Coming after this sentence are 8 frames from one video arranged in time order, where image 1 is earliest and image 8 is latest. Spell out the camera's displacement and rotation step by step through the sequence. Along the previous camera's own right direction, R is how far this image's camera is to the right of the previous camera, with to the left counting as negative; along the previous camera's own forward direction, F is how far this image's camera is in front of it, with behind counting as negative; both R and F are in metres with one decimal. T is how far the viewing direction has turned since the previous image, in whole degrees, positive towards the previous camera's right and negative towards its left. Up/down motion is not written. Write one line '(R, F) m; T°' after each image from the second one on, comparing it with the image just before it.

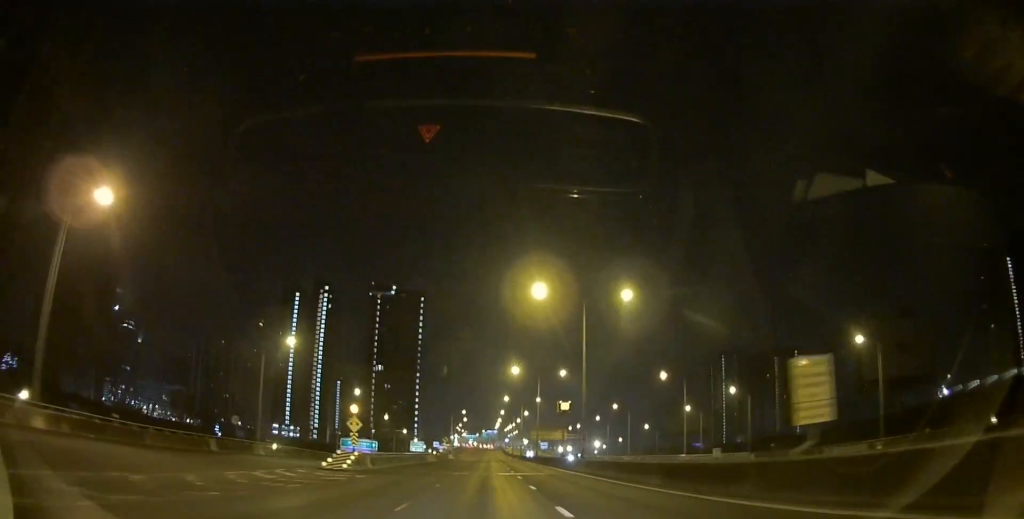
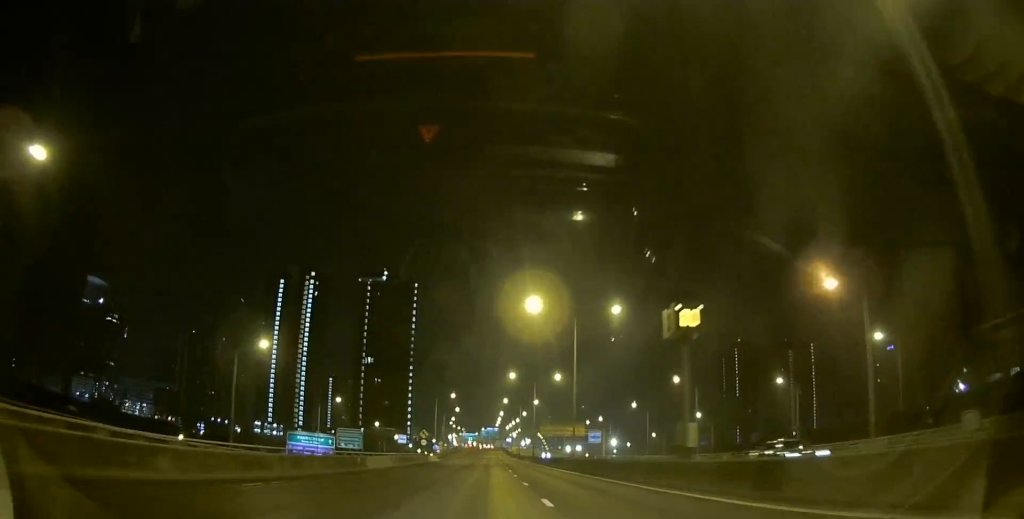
(0.0, +33.8) m; 0°
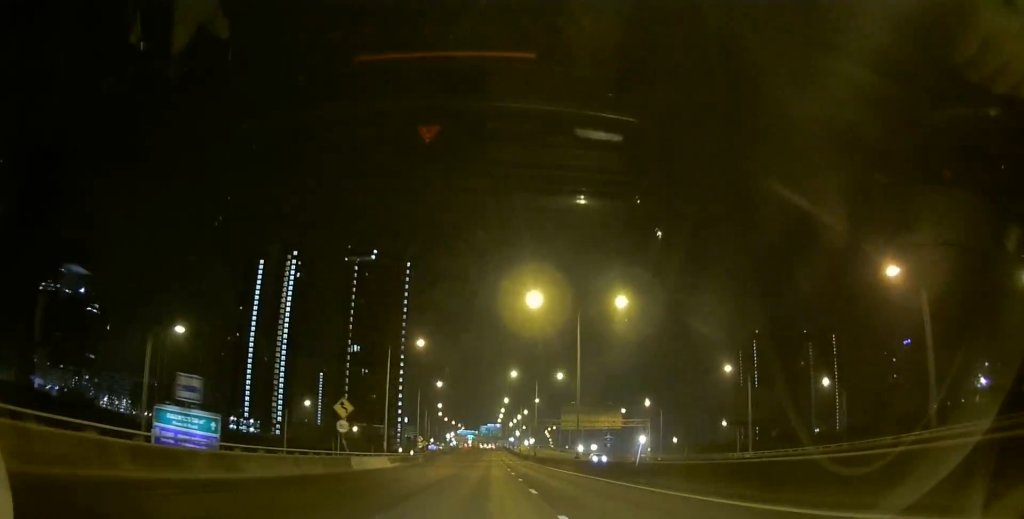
(-0.1, +40.5) m; 0°
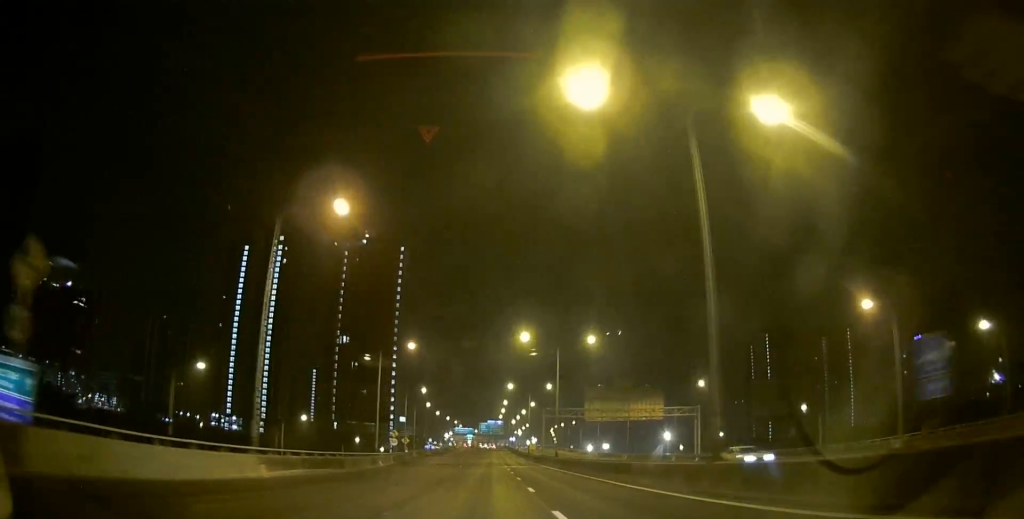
(0.0, +25.3) m; 0°
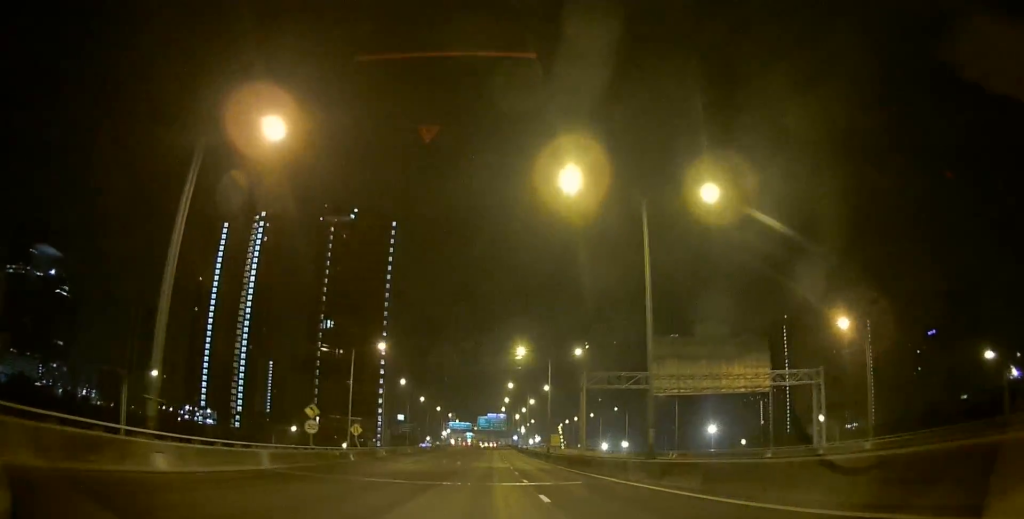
(0.0, +32.0) m; 0°
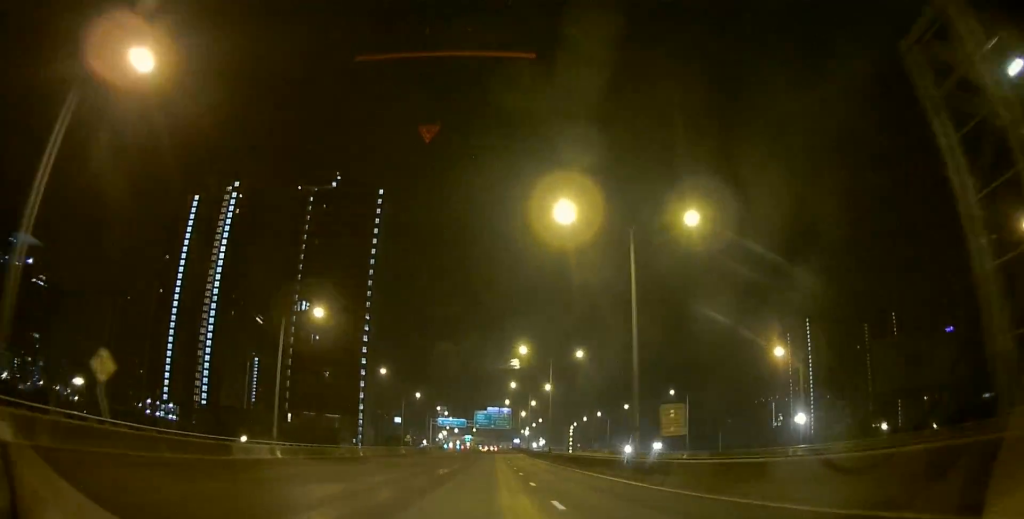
(0.0, +38.2) m; 0°
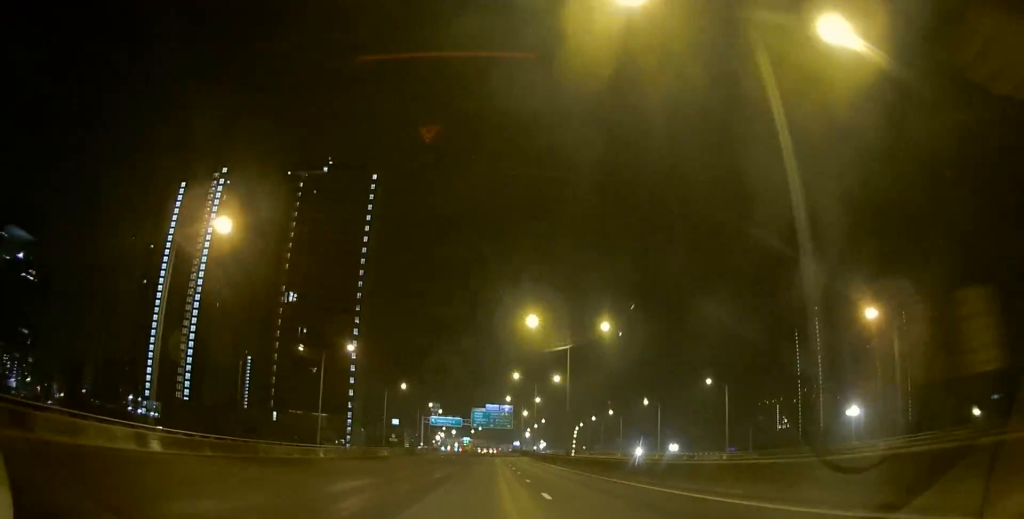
(0.0, +14.9) m; 0°
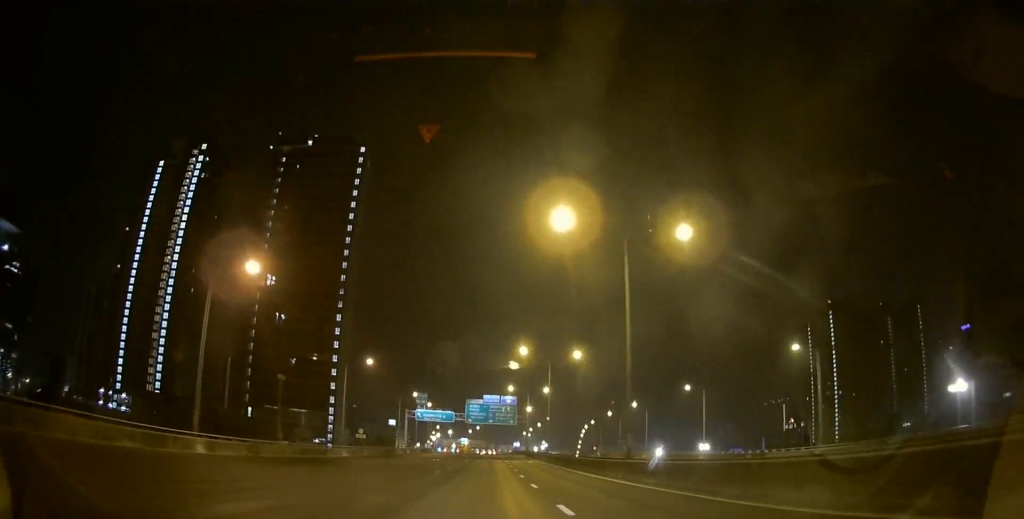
(0.0, +22.5) m; 0°
